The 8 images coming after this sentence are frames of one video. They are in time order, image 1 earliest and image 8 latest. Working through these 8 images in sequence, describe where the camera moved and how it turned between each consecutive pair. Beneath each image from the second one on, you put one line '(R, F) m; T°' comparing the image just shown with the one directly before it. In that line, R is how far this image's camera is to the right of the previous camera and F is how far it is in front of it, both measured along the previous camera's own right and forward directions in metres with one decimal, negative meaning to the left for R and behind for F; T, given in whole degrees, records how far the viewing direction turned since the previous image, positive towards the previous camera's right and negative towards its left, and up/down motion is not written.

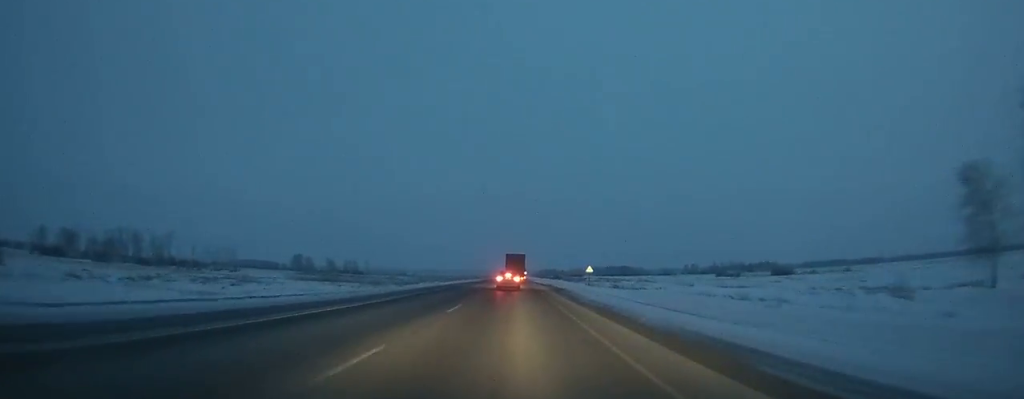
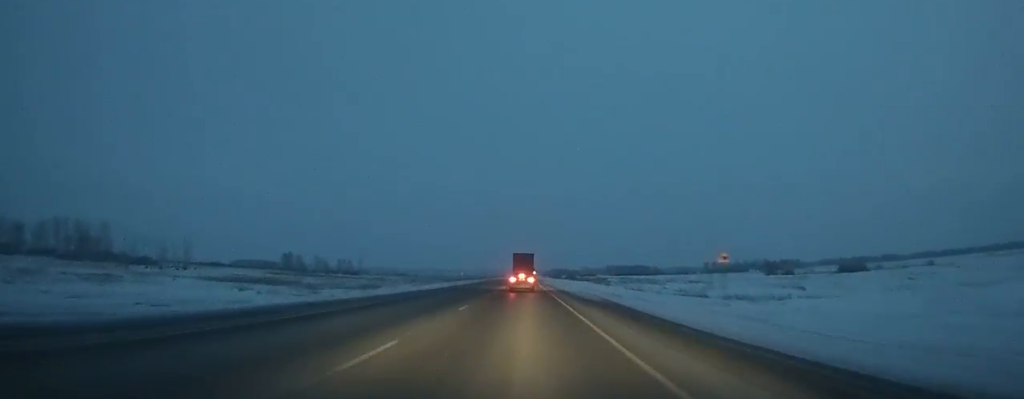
(-0.1, +46.2) m; 0°
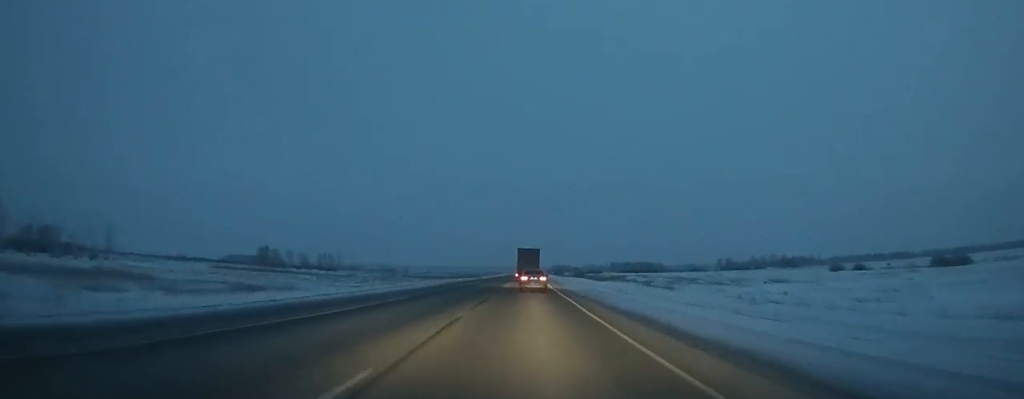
(-0.2, +50.0) m; 0°
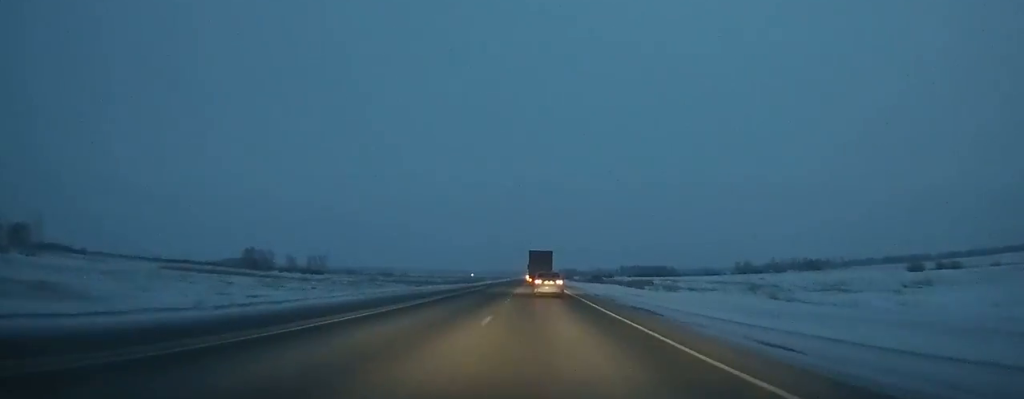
(-0.1, +35.9) m; 0°
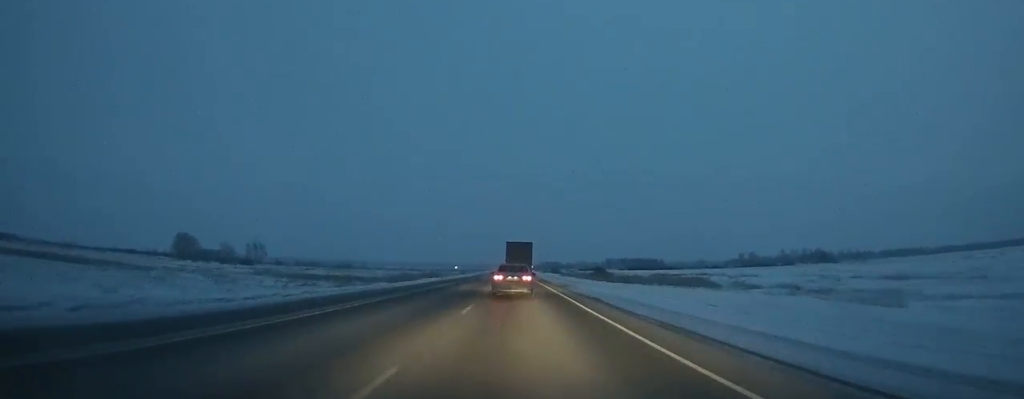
(+0.6, +66.9) m; +1°
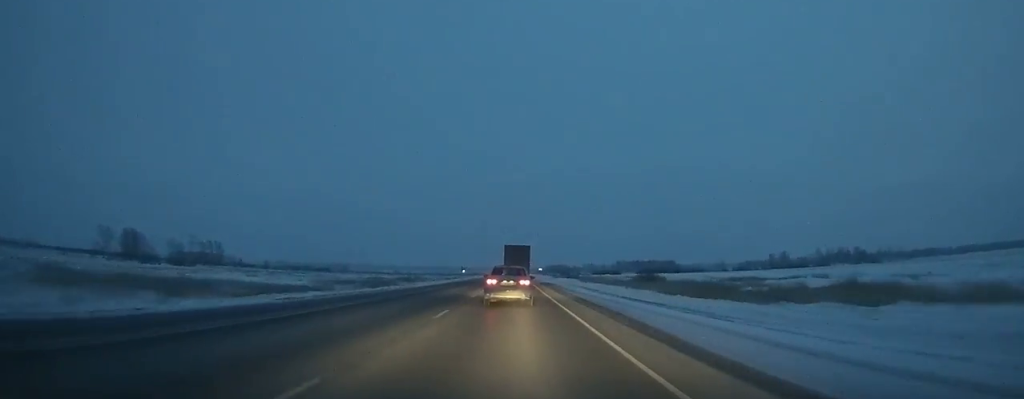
(+0.2, +59.5) m; 0°
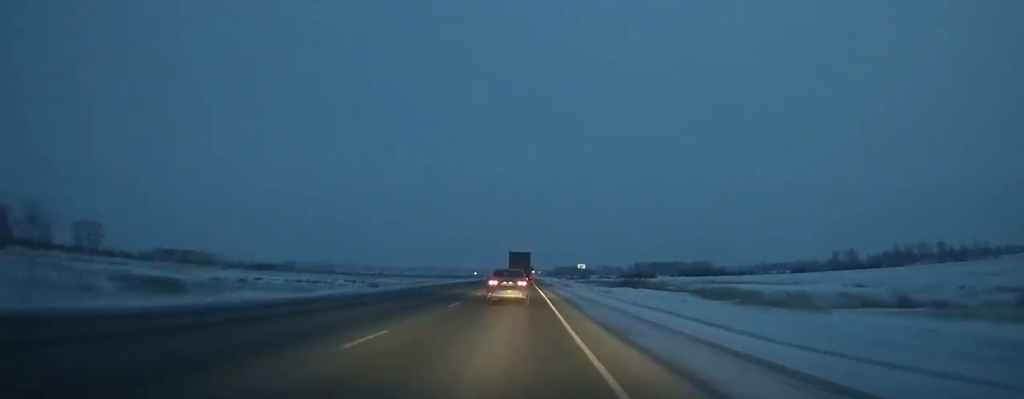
(-0.6, +105.2) m; -1°
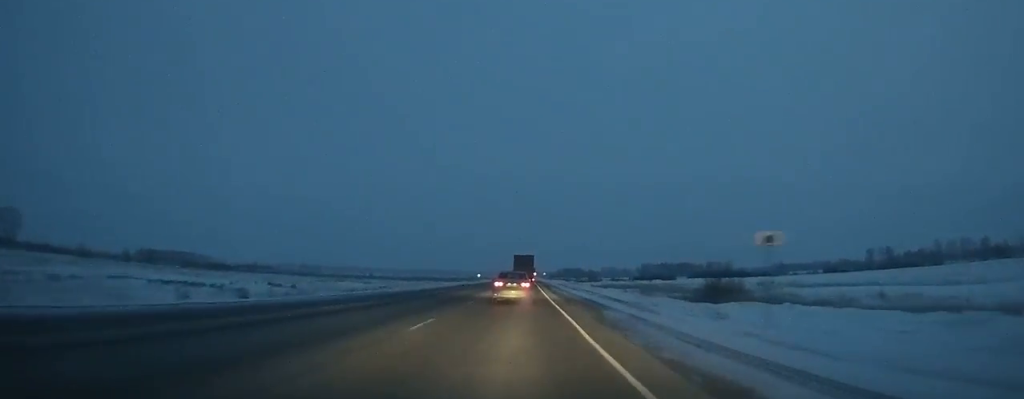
(-0.1, +44.5) m; 0°
